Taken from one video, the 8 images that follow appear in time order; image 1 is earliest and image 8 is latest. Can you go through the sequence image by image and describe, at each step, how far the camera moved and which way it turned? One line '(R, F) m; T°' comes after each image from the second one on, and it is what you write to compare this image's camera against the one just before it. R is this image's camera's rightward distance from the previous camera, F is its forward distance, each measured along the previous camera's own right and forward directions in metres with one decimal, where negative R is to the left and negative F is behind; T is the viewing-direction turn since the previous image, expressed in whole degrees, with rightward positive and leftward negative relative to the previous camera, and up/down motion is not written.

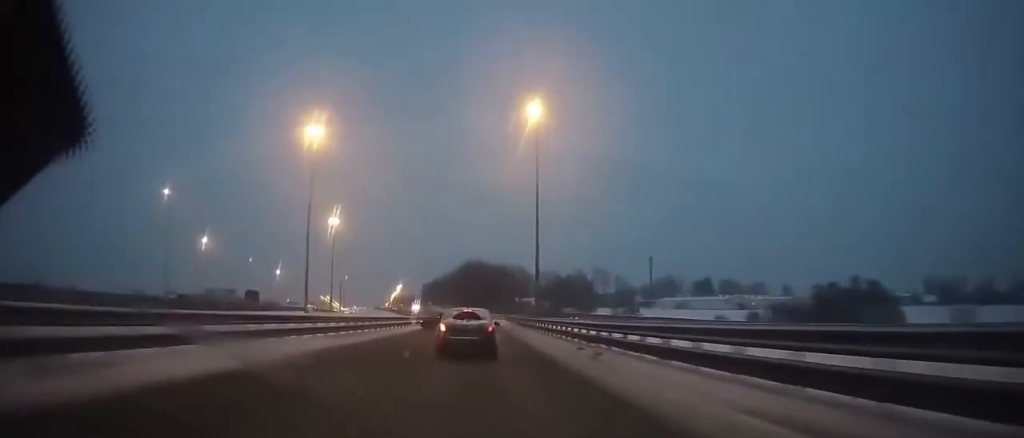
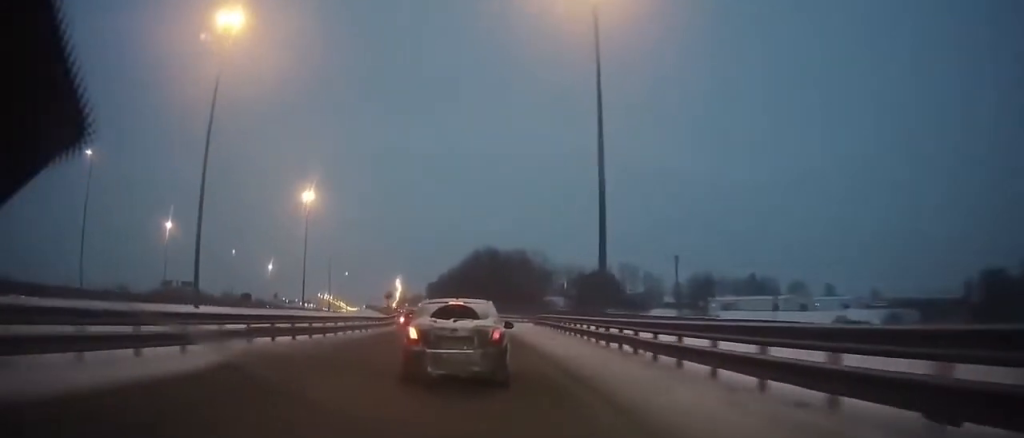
(+0.4, +42.1) m; 0°
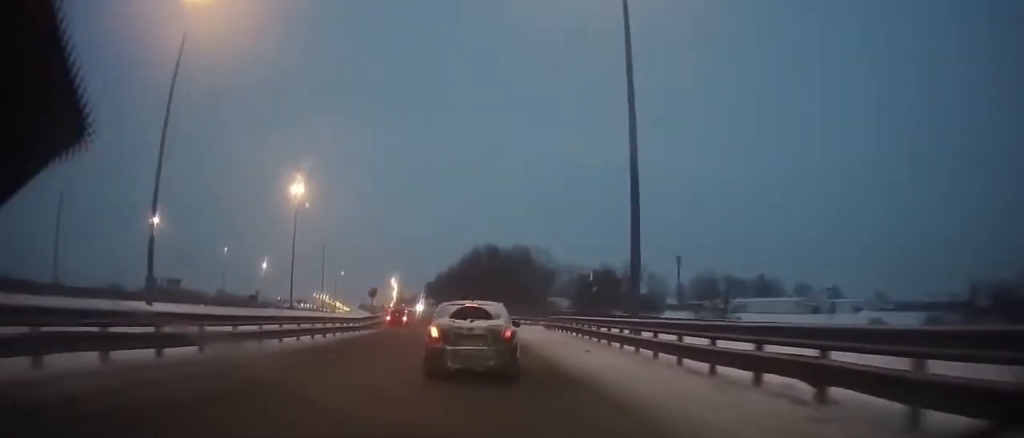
(-0.1, +10.7) m; -1°
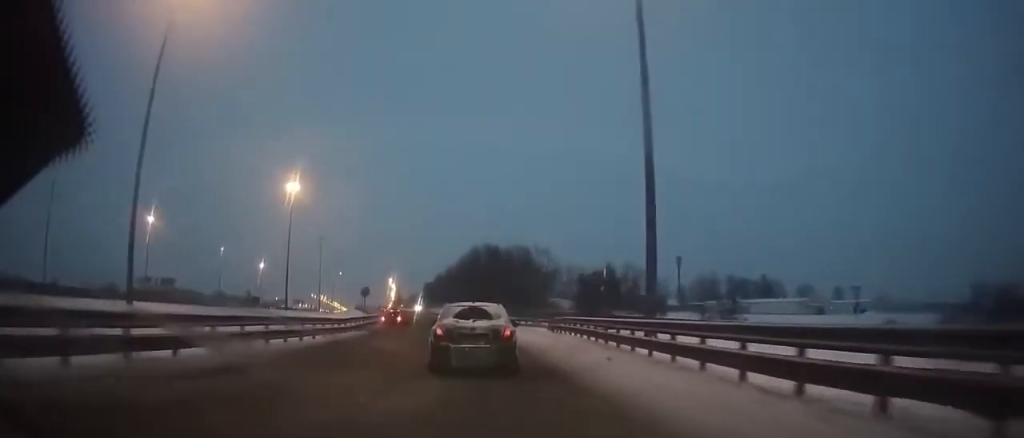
(0.0, +3.9) m; 0°
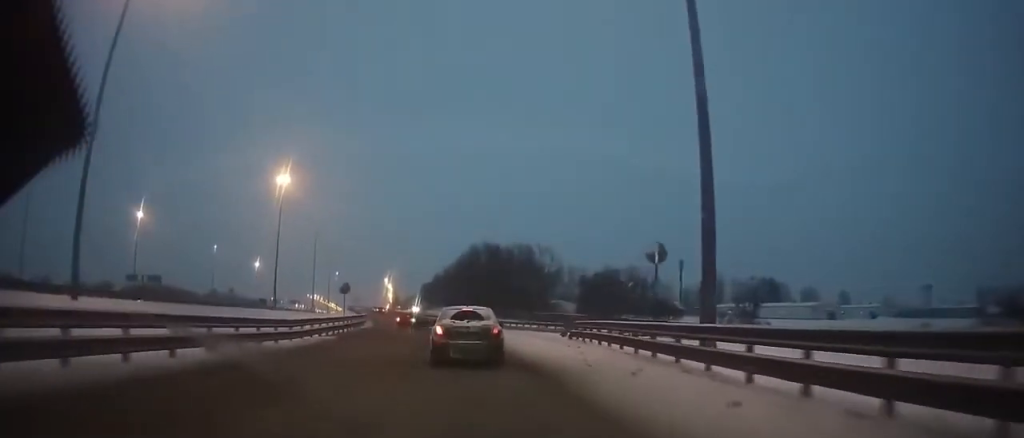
(0.0, +8.5) m; 0°
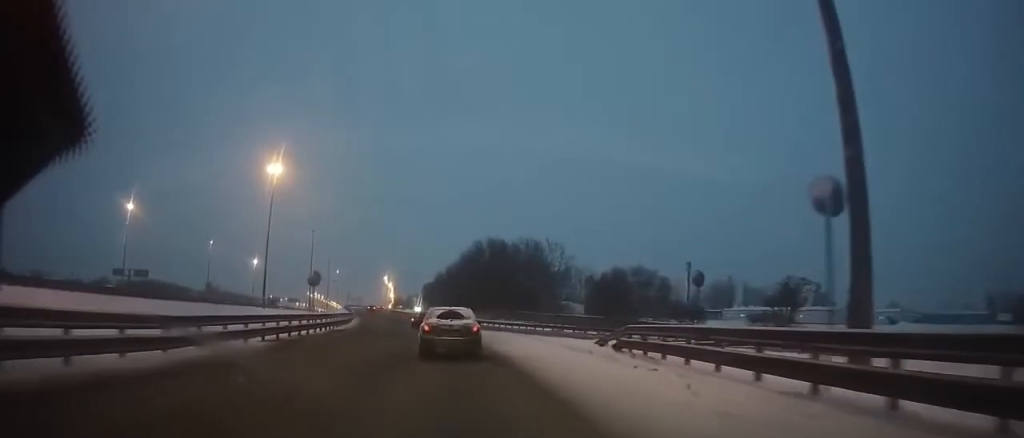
(-0.1, +9.7) m; -1°
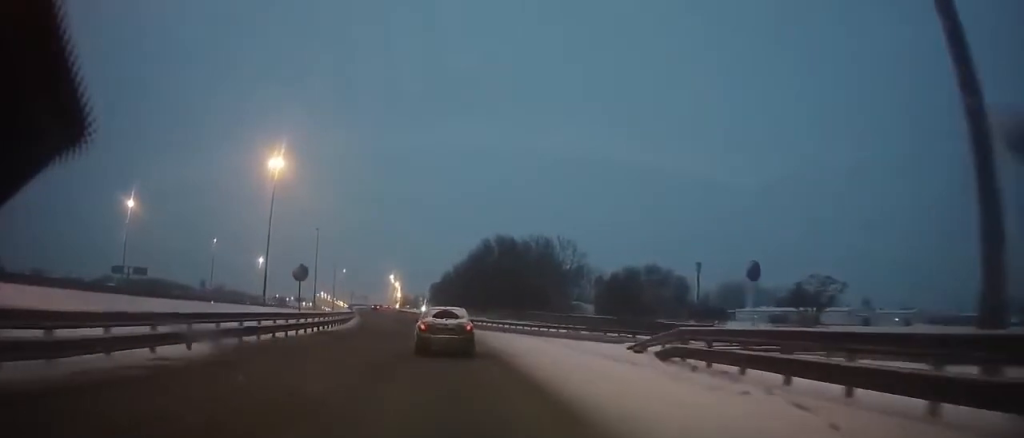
(0.0, +4.3) m; -1°
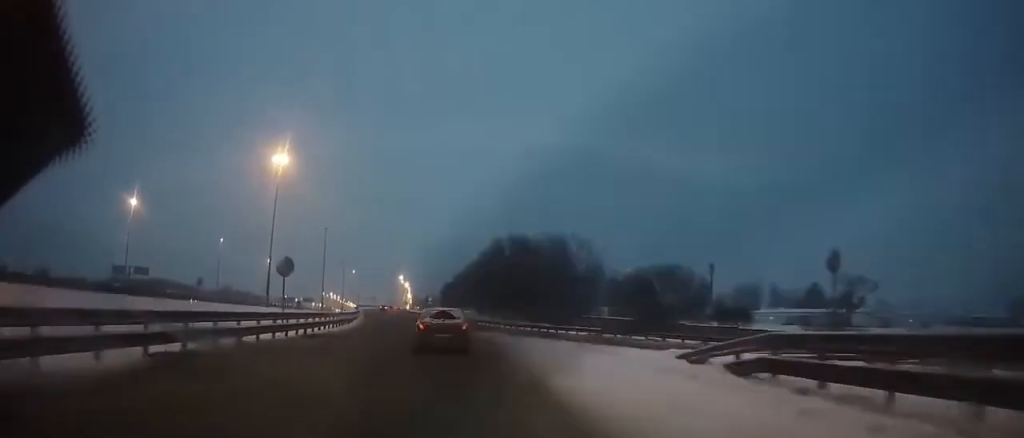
(0.0, +4.7) m; -1°
